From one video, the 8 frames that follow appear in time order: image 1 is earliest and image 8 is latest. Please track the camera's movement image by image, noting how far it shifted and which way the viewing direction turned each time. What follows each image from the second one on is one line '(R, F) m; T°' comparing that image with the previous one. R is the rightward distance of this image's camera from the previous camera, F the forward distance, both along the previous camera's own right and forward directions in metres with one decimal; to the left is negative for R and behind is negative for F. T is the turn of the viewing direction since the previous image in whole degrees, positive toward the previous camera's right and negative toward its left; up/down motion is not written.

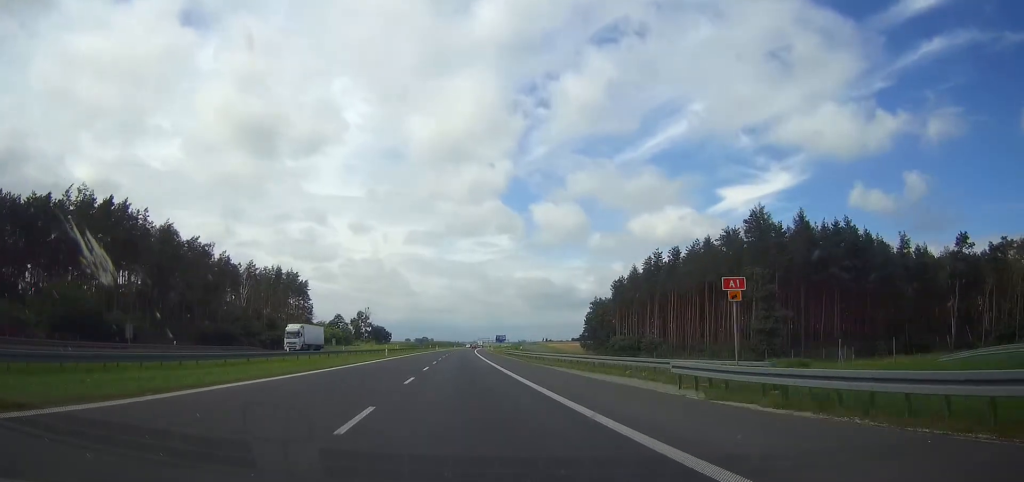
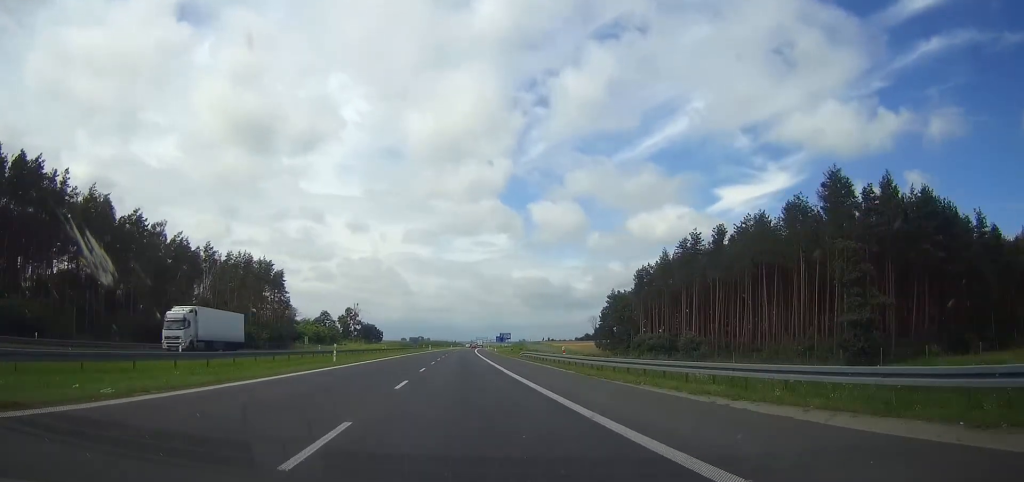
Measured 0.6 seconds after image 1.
(0.0, +26.4) m; 0°
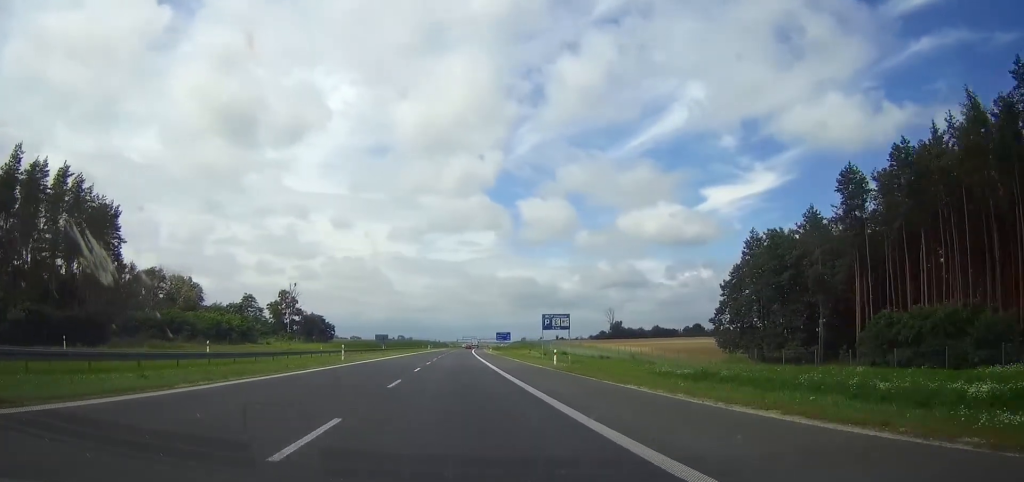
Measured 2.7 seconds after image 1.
(+2.1, +94.3) m; +2°
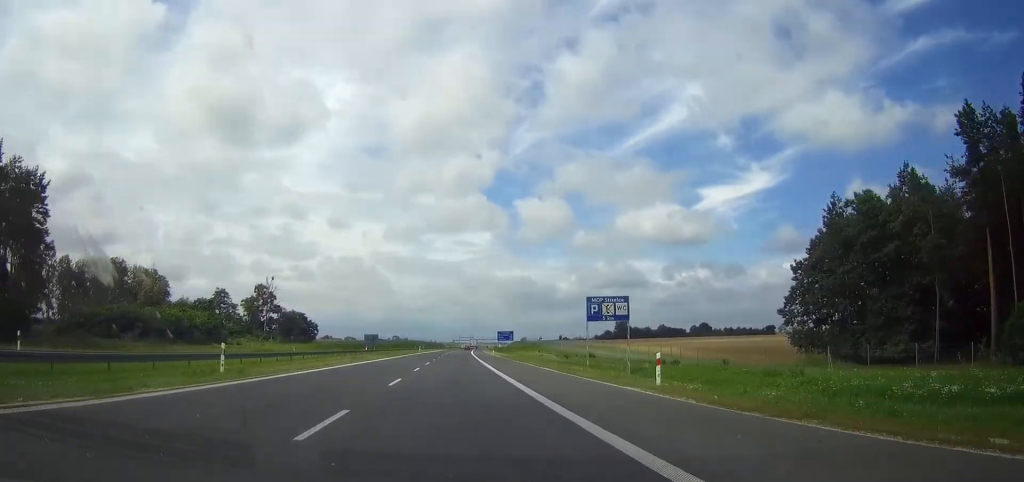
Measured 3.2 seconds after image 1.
(0.0, +22.2) m; 0°
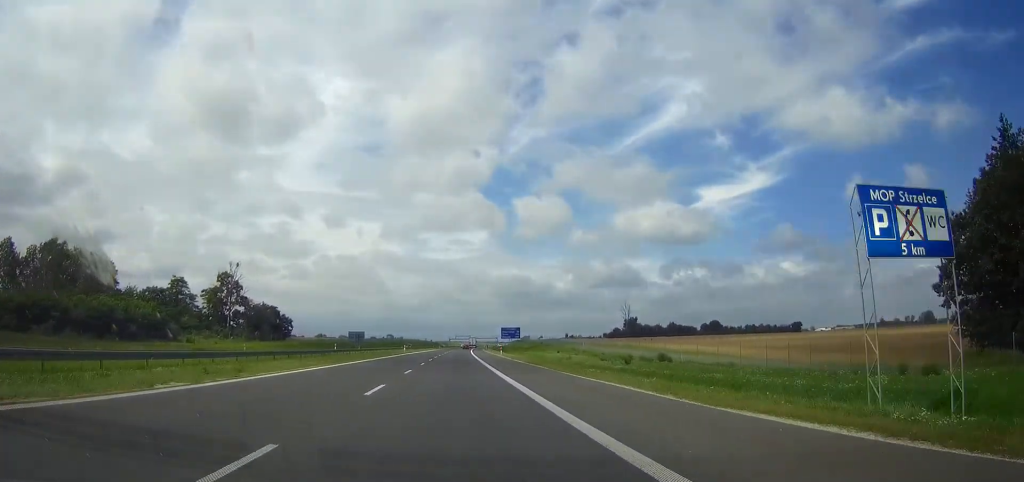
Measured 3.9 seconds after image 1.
(+0.2, +28.2) m; 0°
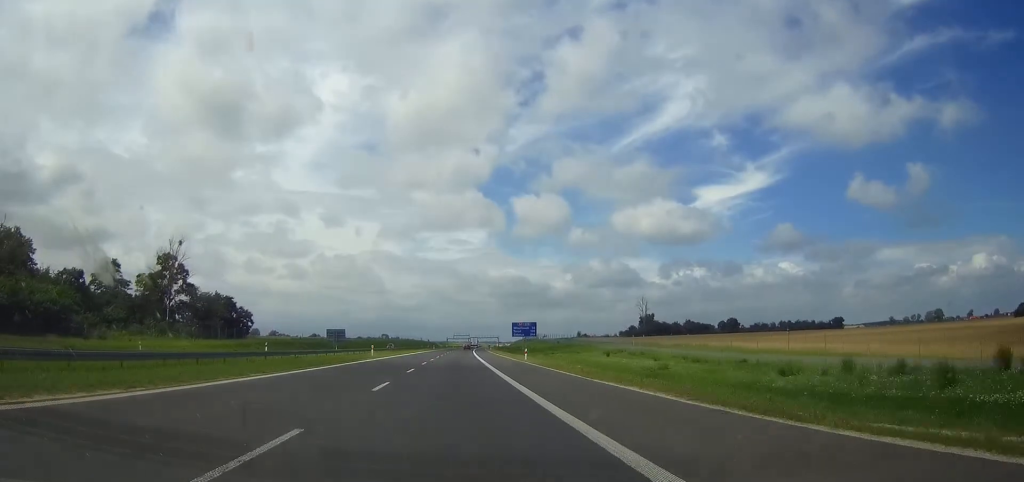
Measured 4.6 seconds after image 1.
(+0.1, +34.2) m; 0°
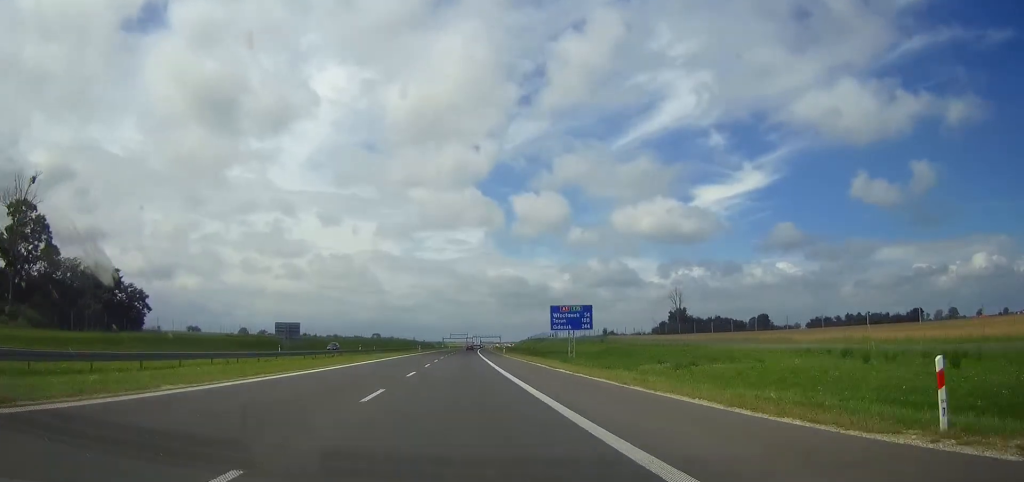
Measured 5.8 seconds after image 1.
(+0.1, +50.7) m; 0°
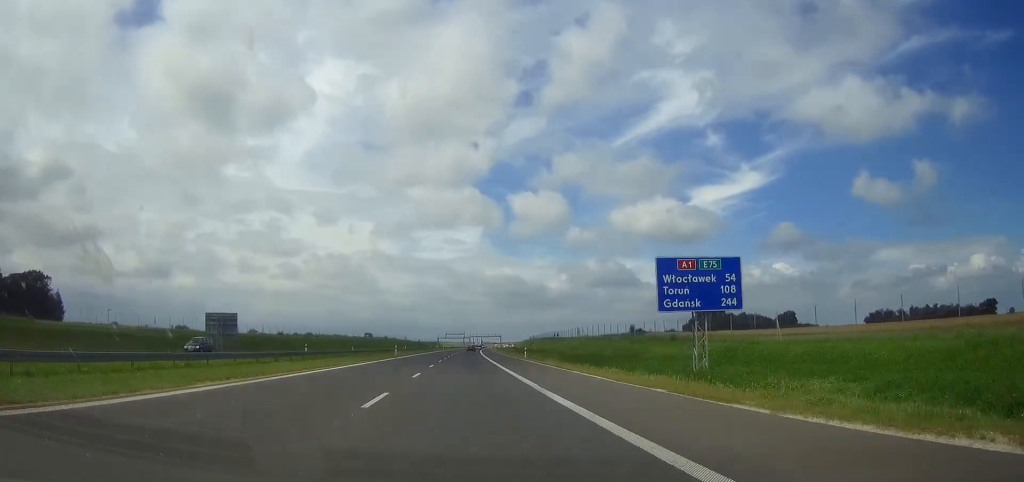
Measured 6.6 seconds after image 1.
(+0.1, +37.3) m; 0°
